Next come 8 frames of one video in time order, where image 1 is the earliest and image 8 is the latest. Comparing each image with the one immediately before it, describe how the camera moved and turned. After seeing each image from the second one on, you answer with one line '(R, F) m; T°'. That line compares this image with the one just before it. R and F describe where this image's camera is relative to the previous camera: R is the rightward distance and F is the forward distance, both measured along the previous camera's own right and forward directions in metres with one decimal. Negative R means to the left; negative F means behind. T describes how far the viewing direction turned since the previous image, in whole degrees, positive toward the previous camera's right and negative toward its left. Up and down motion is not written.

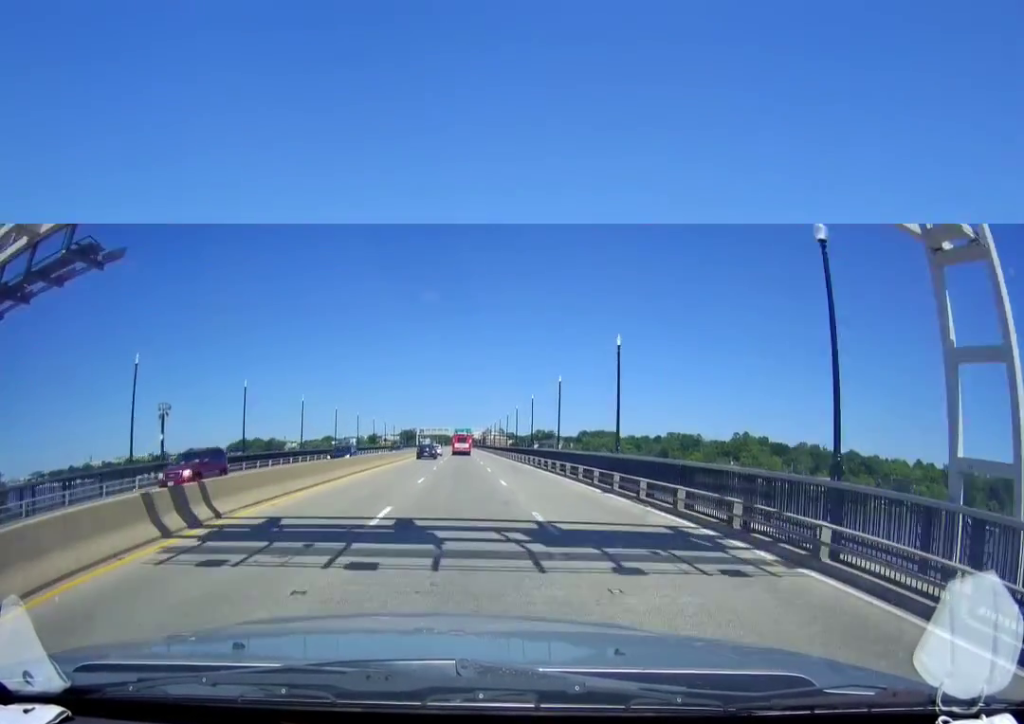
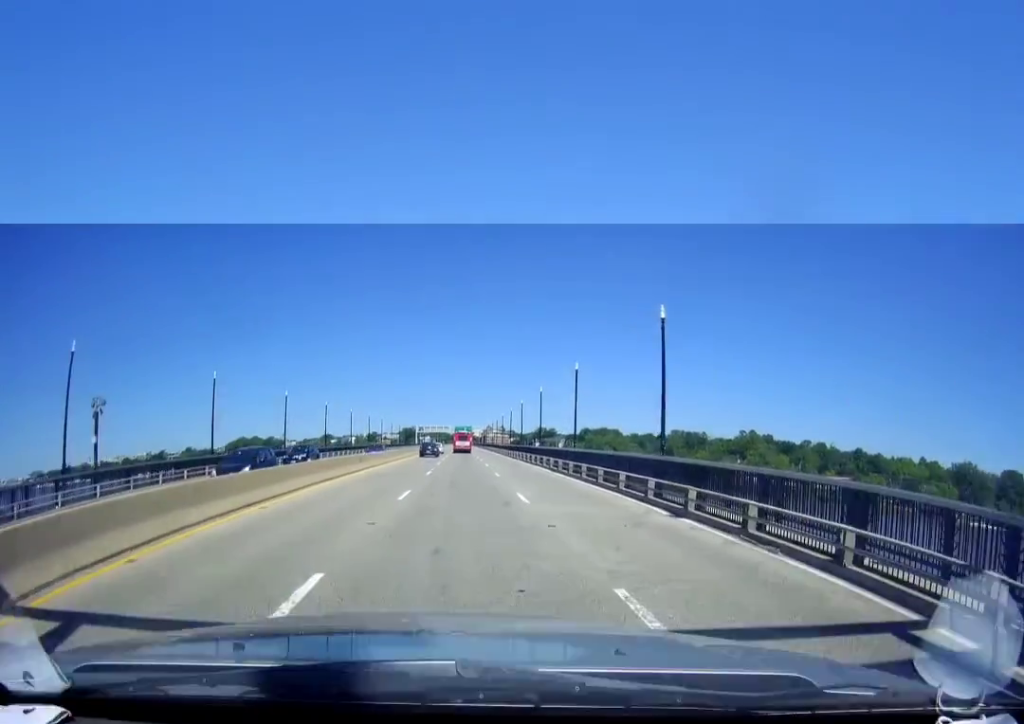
(-0.1, +7.3) m; -1°
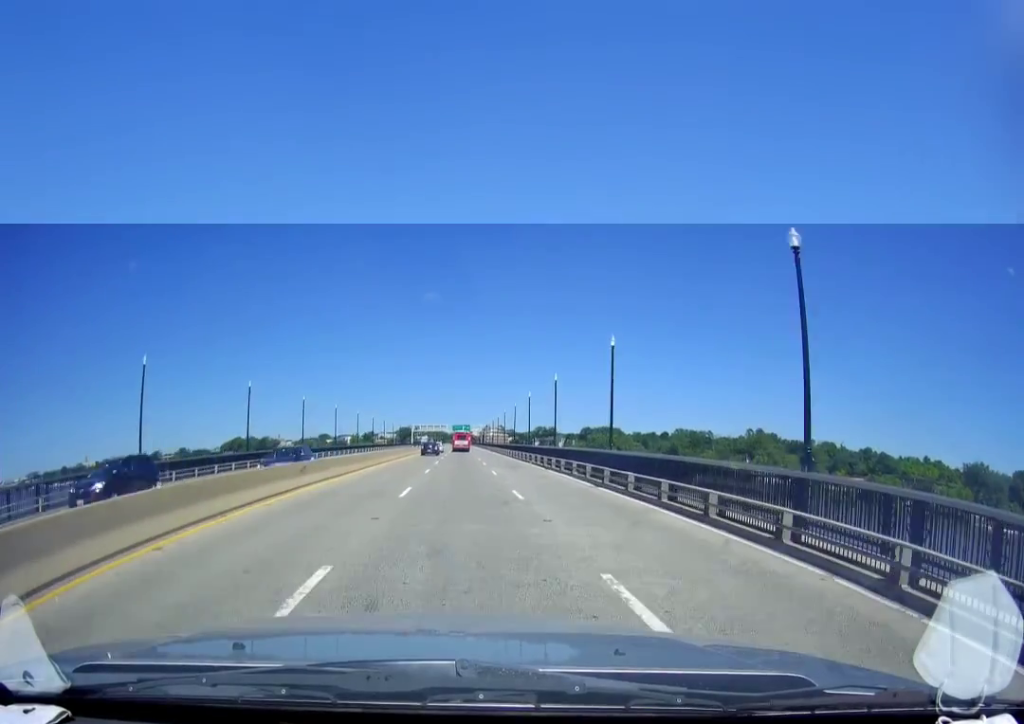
(-0.2, +10.8) m; 0°
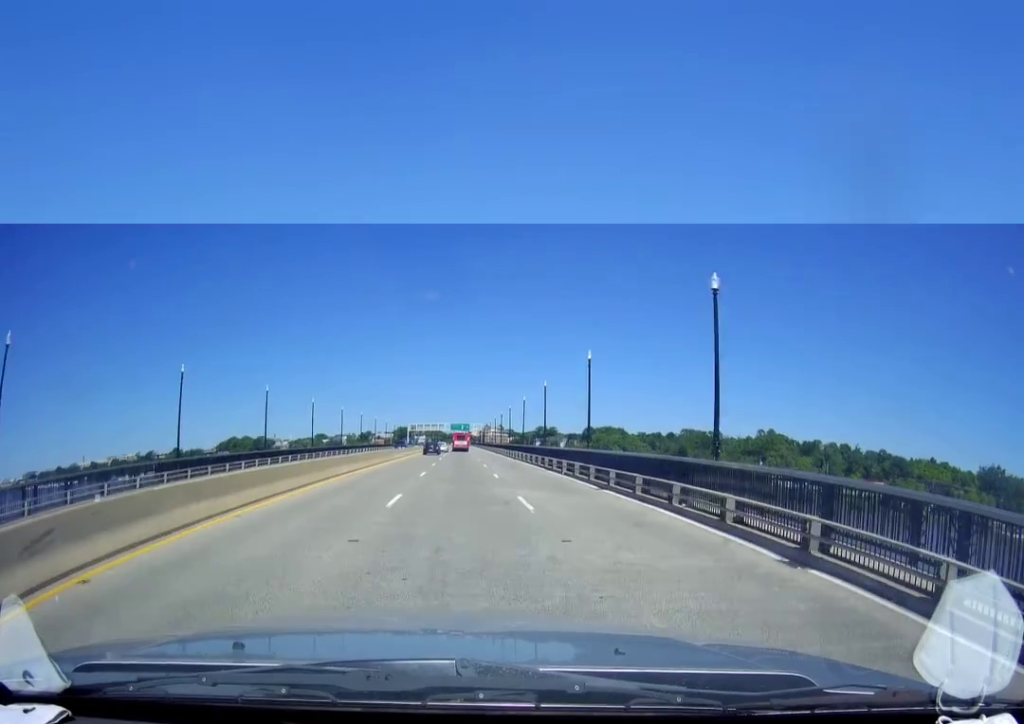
(+0.3, +14.0) m; +1°
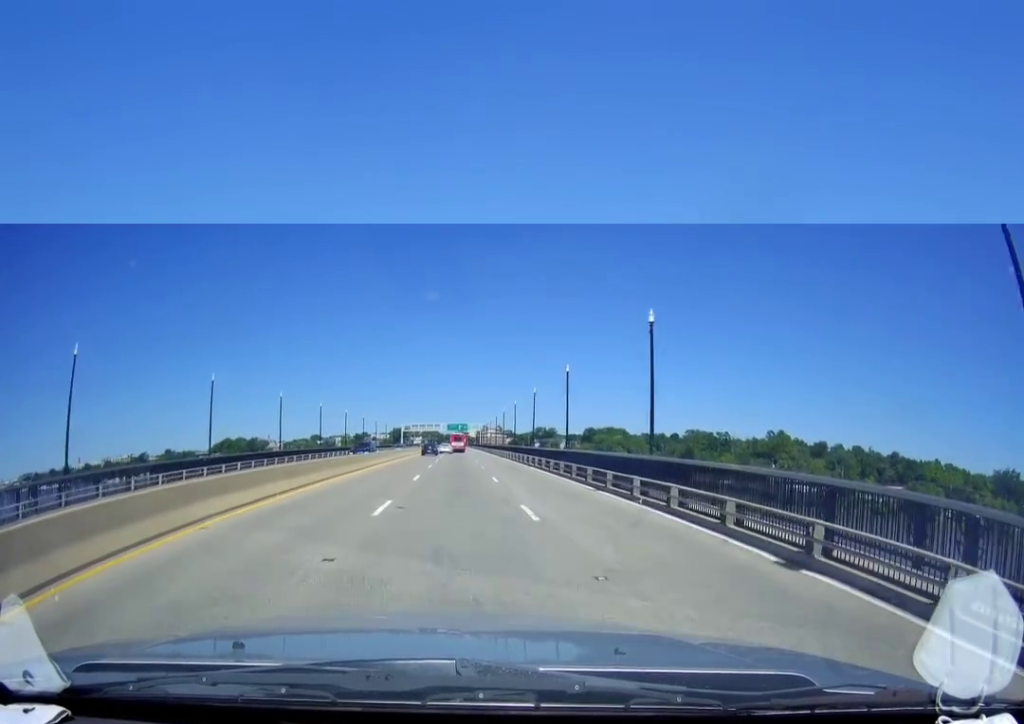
(+0.1, +12.9) m; -1°
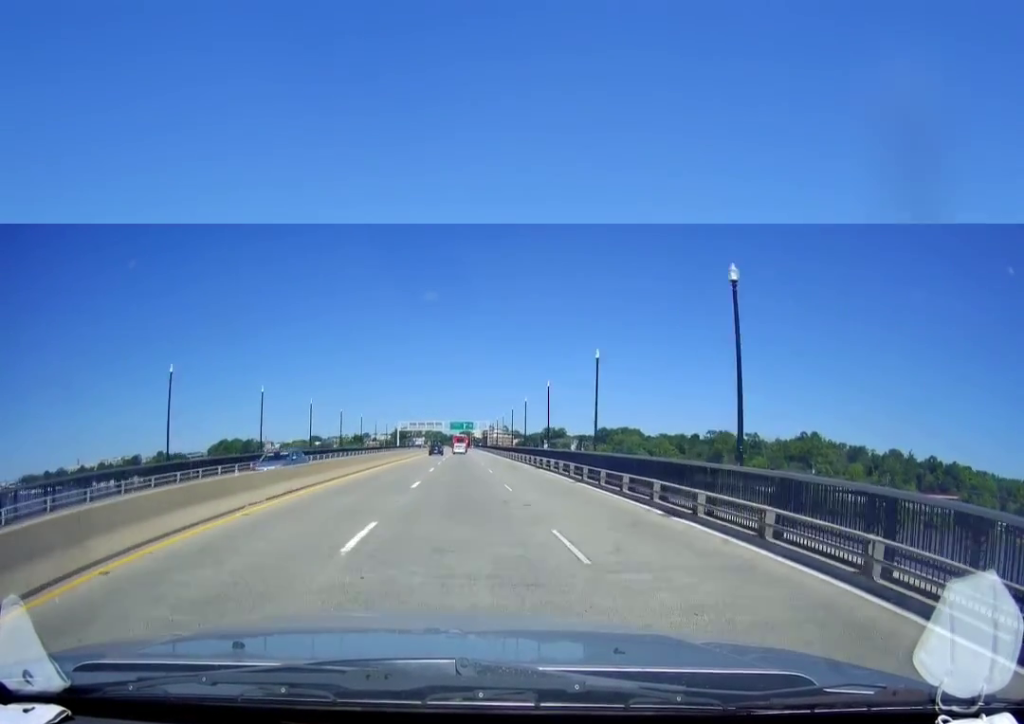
(-0.2, +28.1) m; 0°
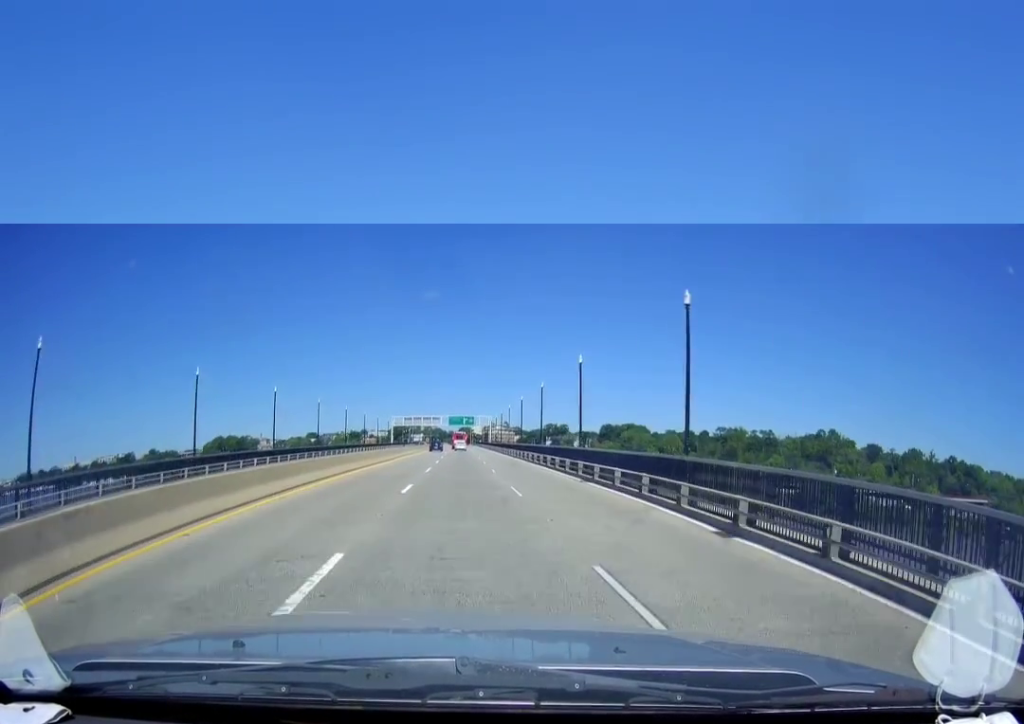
(+0.1, +15.1) m; +1°
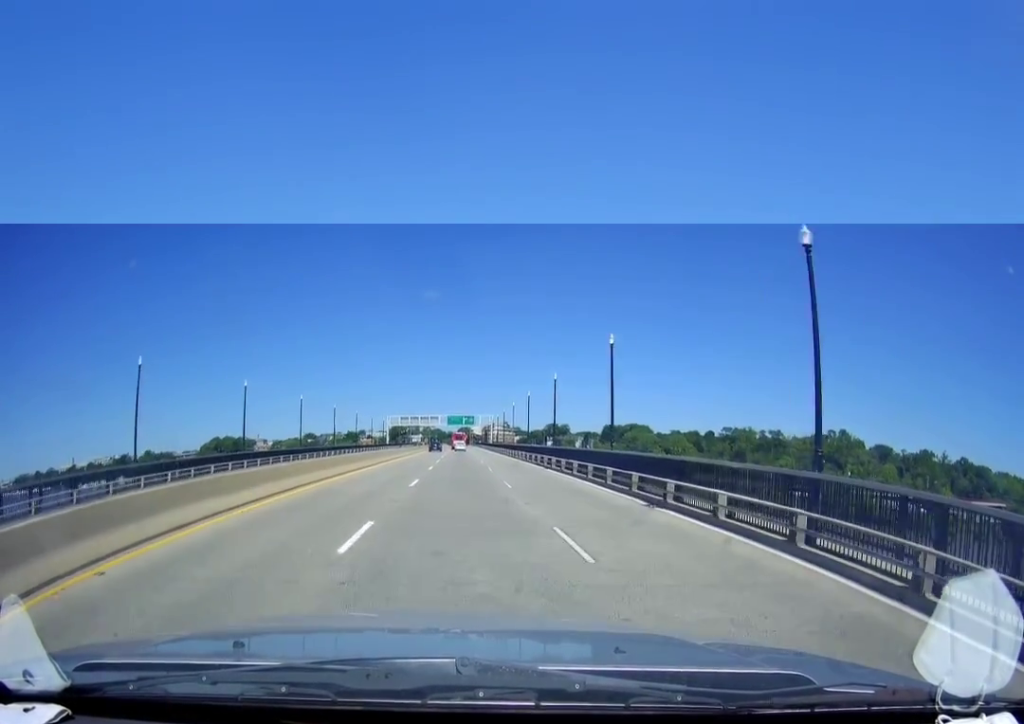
(+0.1, +8.9) m; 0°
